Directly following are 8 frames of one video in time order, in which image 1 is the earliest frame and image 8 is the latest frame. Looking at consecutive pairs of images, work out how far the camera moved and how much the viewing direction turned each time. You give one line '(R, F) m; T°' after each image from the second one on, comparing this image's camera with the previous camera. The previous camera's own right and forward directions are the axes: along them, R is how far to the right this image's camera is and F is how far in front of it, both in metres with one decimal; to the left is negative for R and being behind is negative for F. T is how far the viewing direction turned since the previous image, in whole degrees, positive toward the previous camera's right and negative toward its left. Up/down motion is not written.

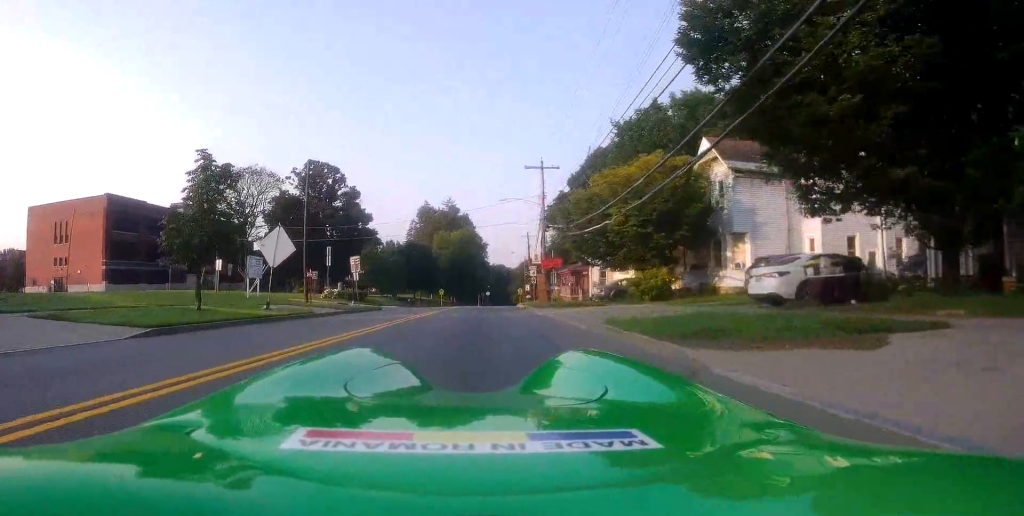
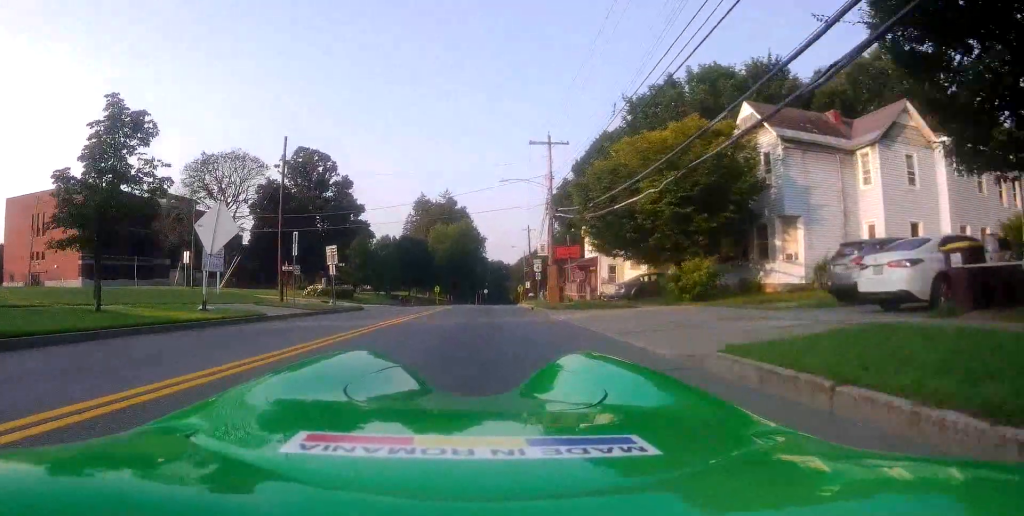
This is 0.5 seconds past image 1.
(-0.3, +5.2) m; 0°
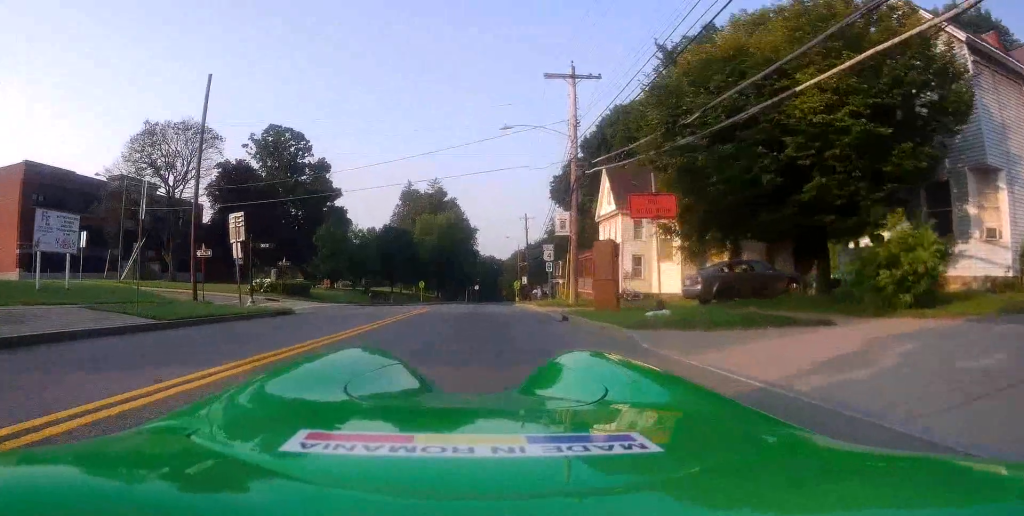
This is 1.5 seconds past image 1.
(+0.7, +11.4) m; +2°
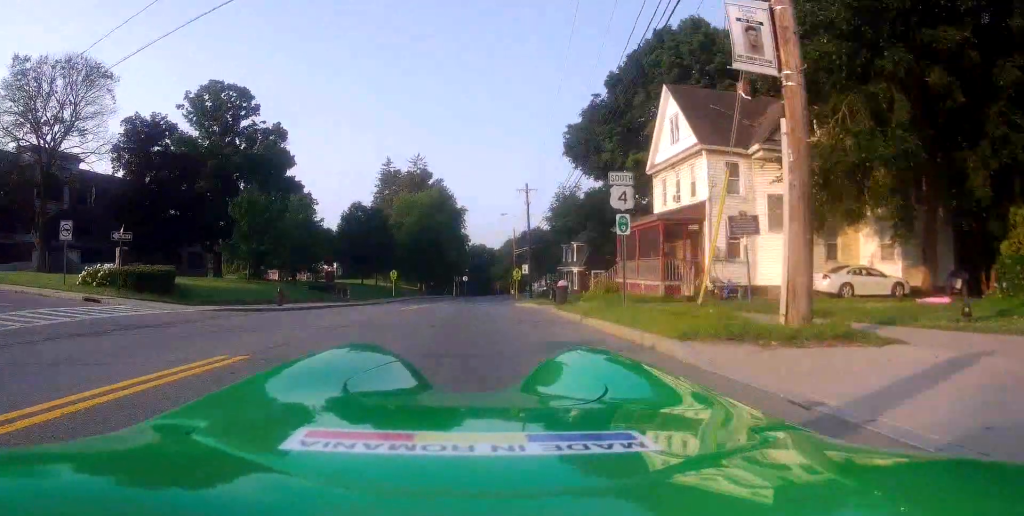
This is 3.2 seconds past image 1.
(-0.6, +18.2) m; -2°
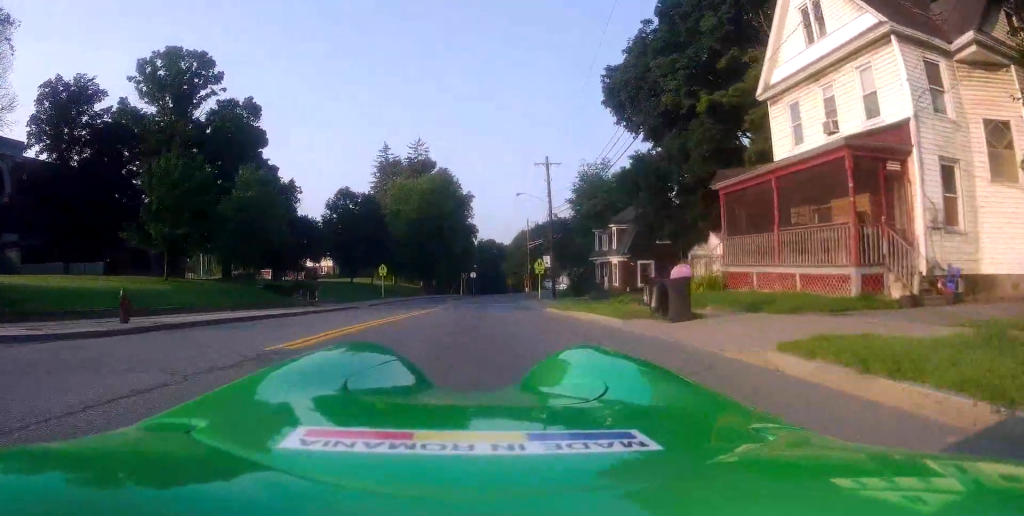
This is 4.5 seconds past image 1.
(0.0, +13.0) m; +2°
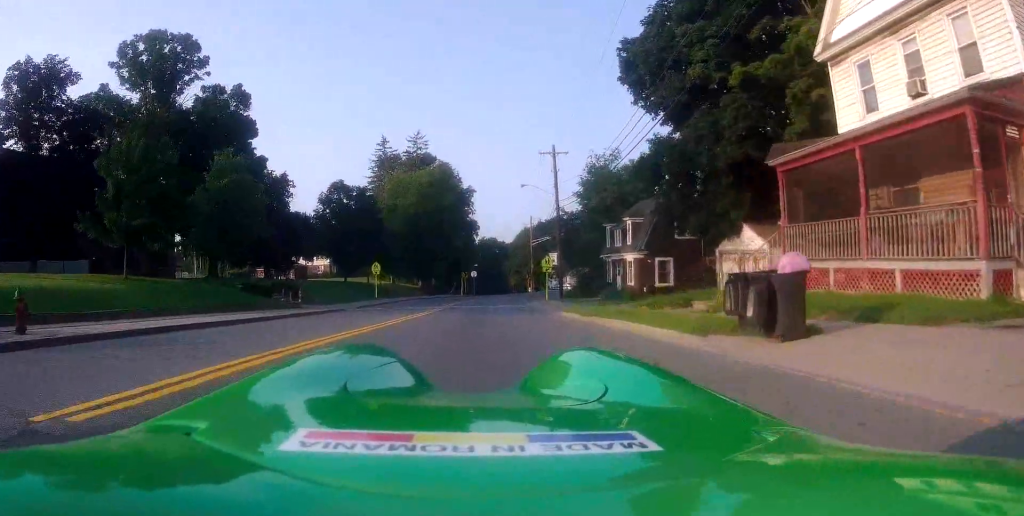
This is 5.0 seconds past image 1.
(+0.2, +4.3) m; 0°
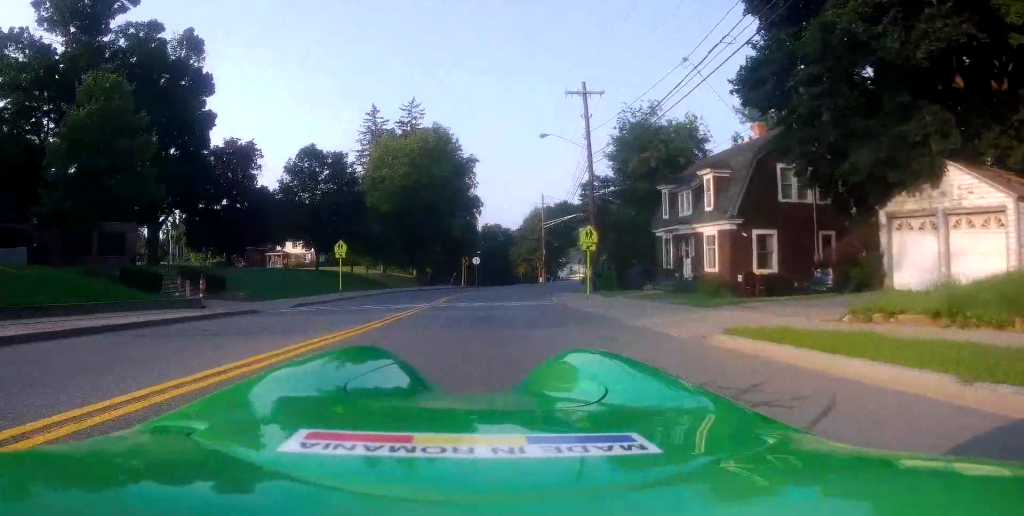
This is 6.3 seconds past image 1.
(-0.1, +14.2) m; -4°
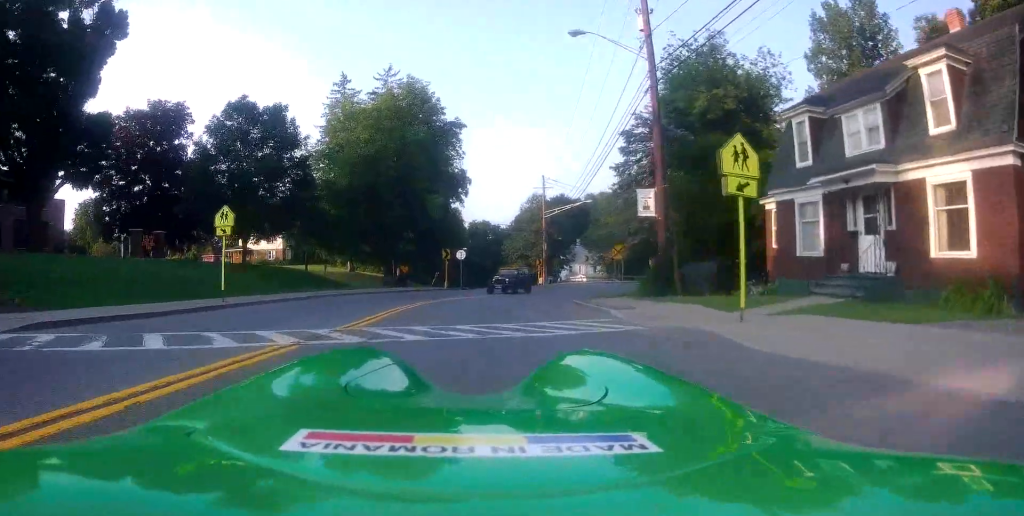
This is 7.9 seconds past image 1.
(0.0, +16.1) m; +5°
